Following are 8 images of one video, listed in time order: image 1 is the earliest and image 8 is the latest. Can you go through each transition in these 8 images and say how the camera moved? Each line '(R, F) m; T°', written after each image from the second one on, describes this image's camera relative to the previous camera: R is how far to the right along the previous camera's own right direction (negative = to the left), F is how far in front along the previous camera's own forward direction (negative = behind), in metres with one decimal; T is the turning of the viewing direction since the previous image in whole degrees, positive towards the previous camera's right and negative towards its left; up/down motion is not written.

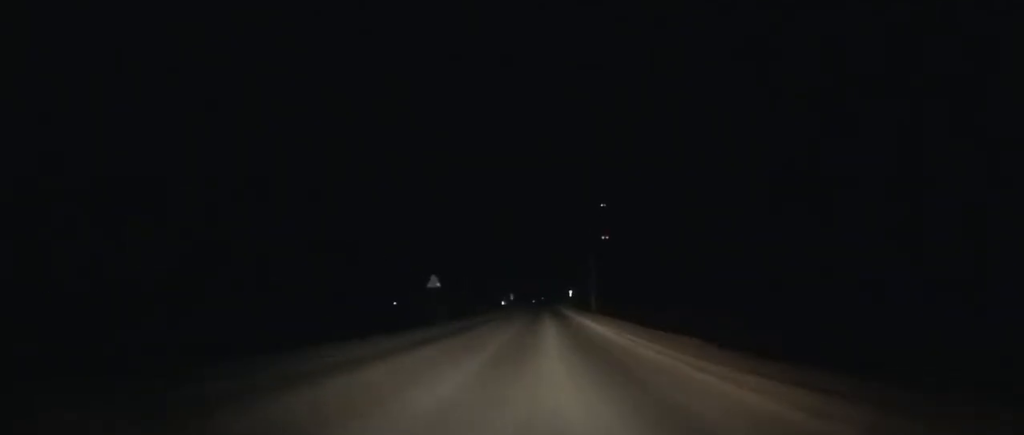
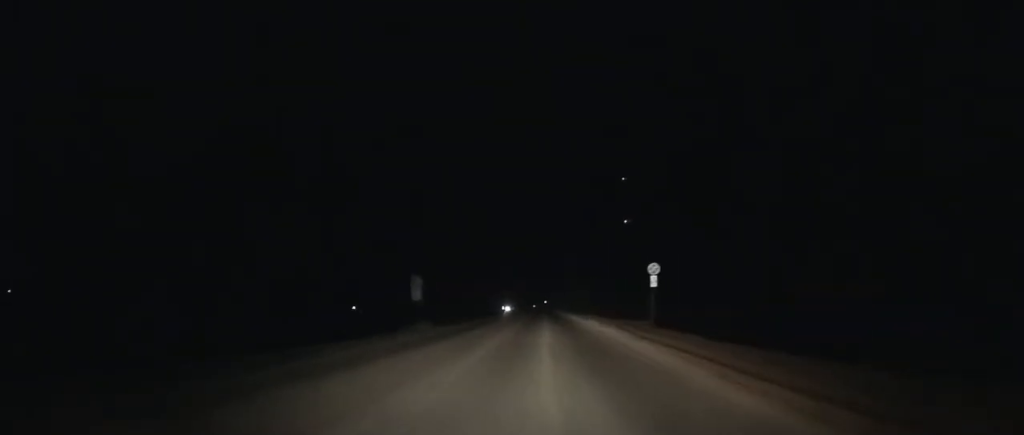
(0.0, +113.4) m; 0°
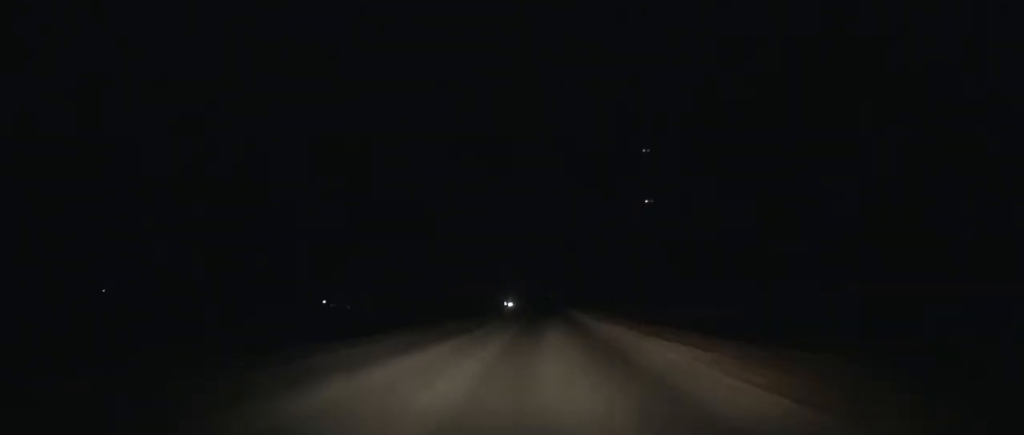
(-0.2, +57.7) m; -1°
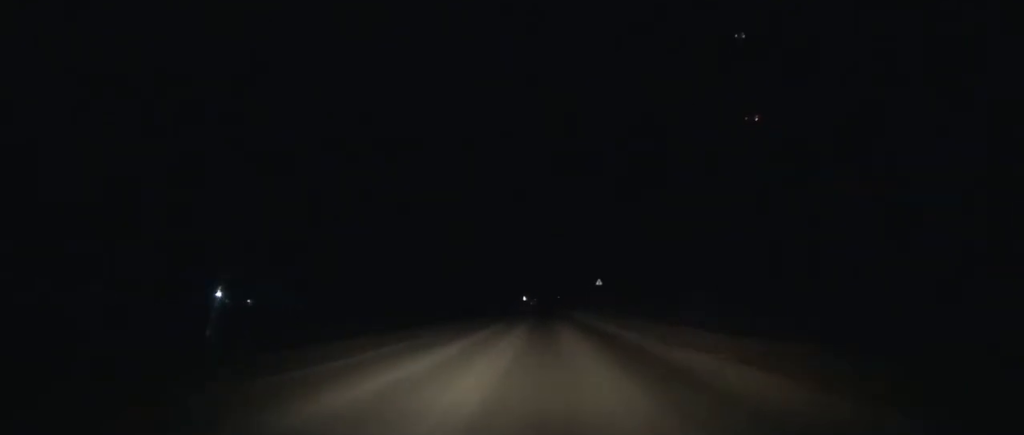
(-2.2, +123.2) m; -2°
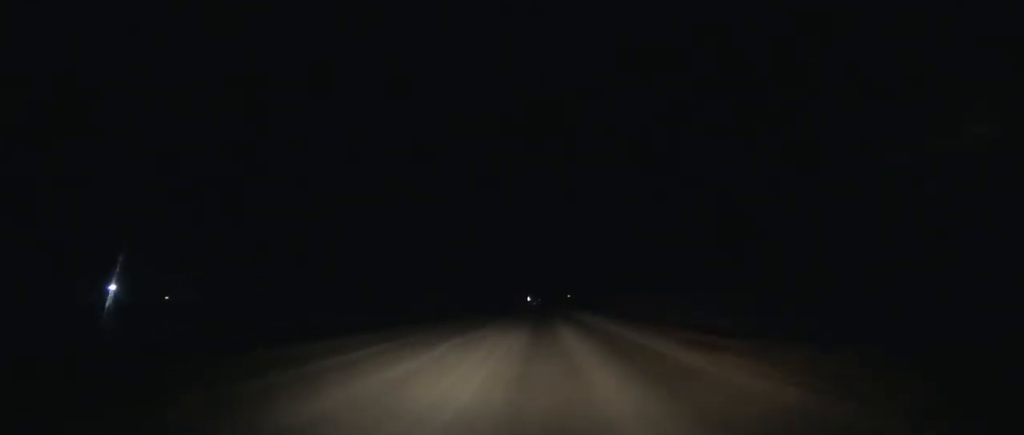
(-0.4, +55.3) m; -1°
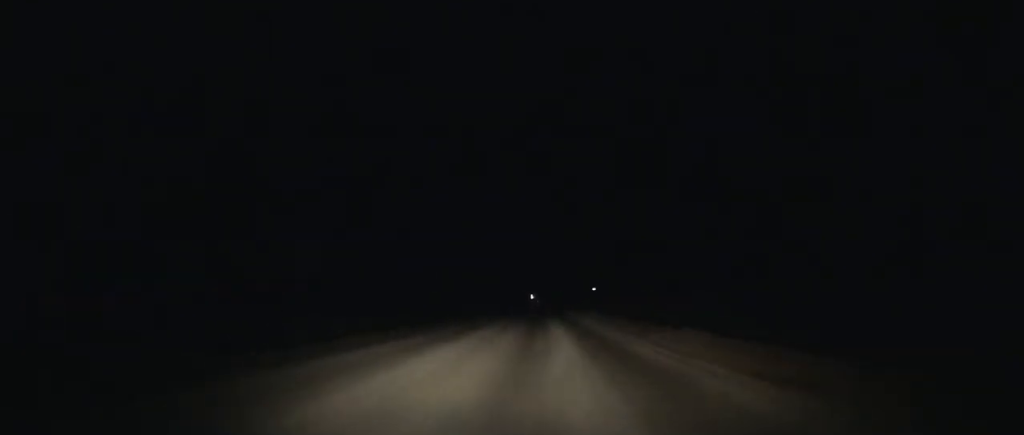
(-0.4, +74.0) m; 0°
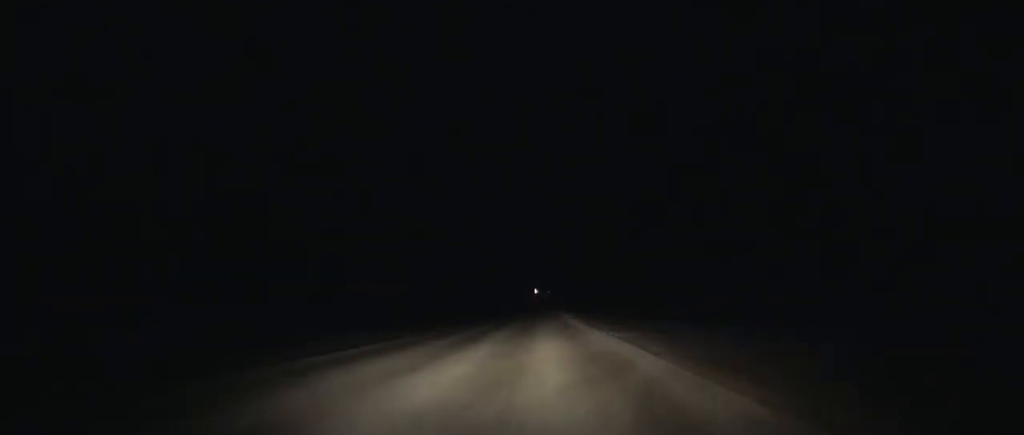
(-0.3, +85.2) m; 0°
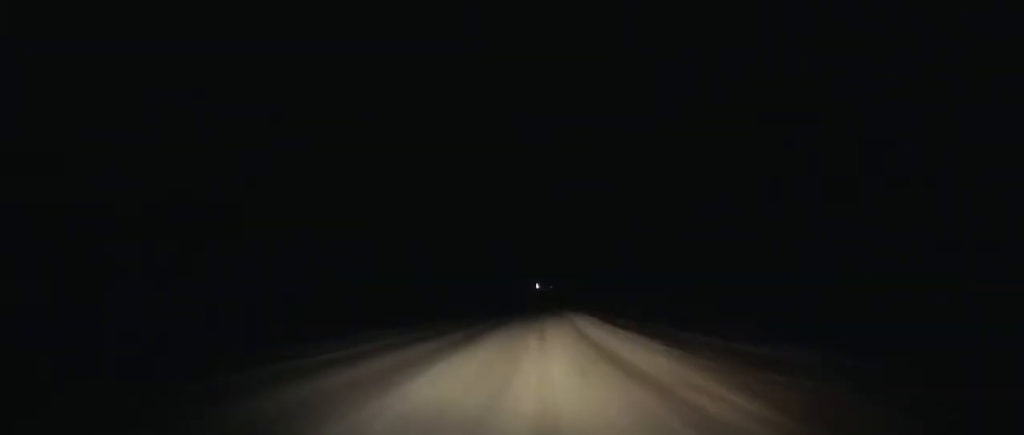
(0.0, +40.6) m; 0°
